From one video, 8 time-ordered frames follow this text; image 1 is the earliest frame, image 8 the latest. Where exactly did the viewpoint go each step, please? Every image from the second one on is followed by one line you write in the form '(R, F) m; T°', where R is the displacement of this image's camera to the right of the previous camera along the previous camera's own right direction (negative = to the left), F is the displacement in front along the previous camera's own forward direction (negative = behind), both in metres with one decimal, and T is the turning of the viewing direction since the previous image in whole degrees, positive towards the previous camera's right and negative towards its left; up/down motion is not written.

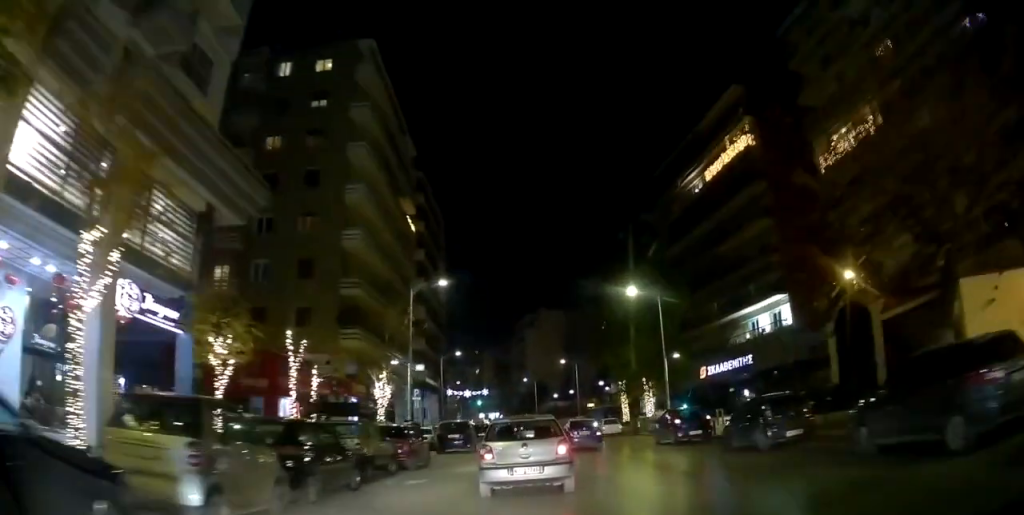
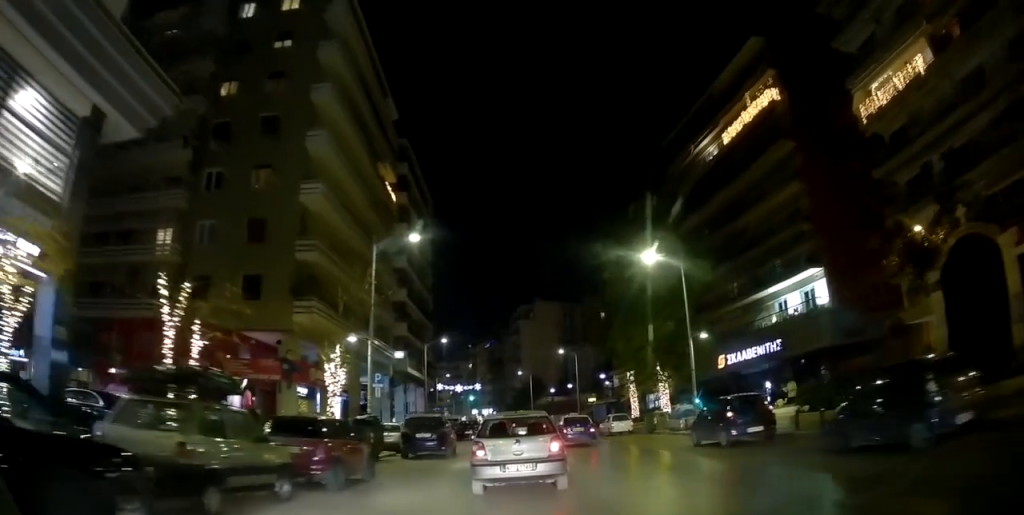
(+0.3, +6.6) m; 0°
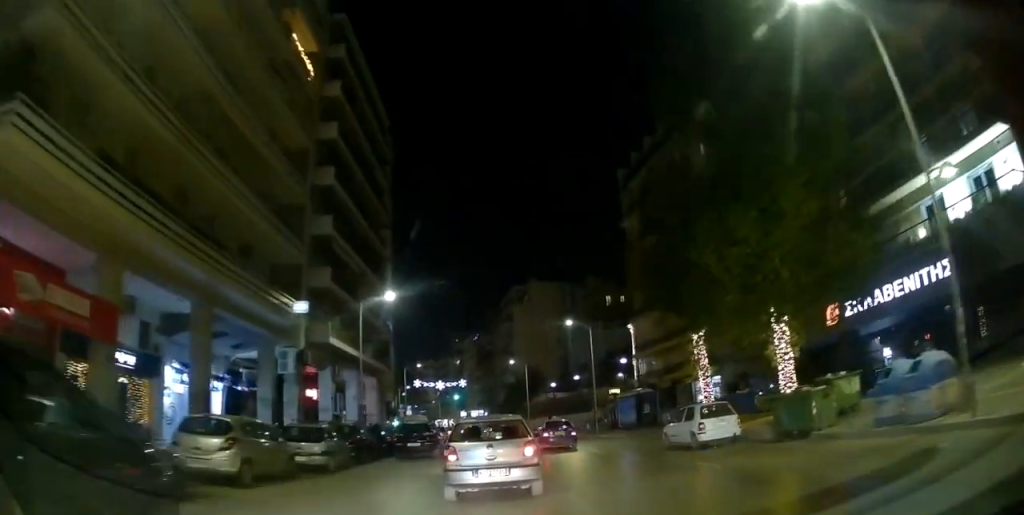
(-0.2, +19.8) m; -1°
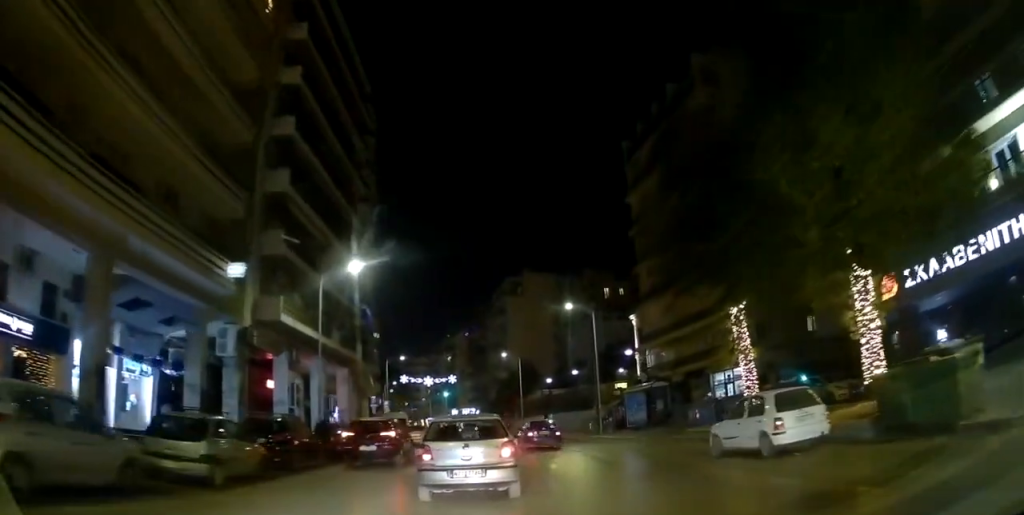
(0.0, +6.1) m; 0°
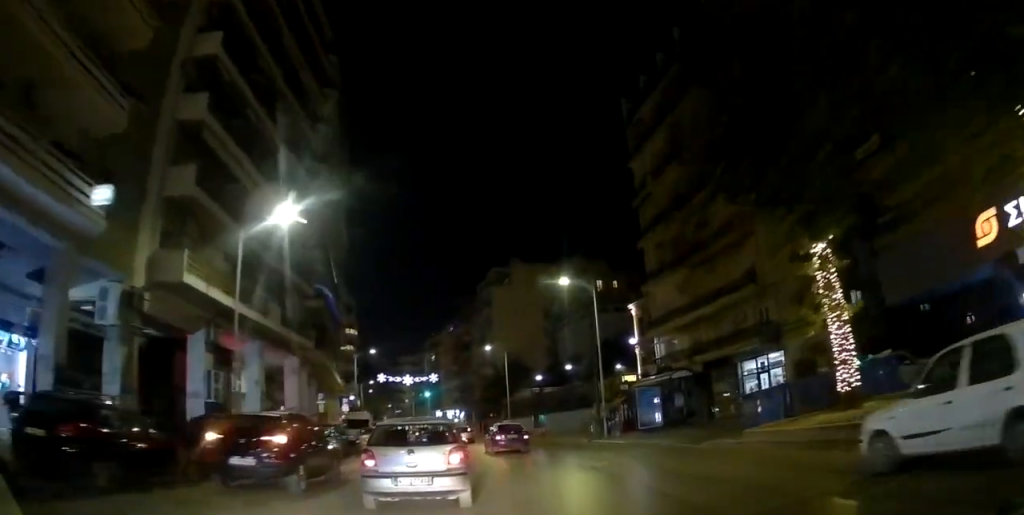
(-0.3, +7.7) m; +1°
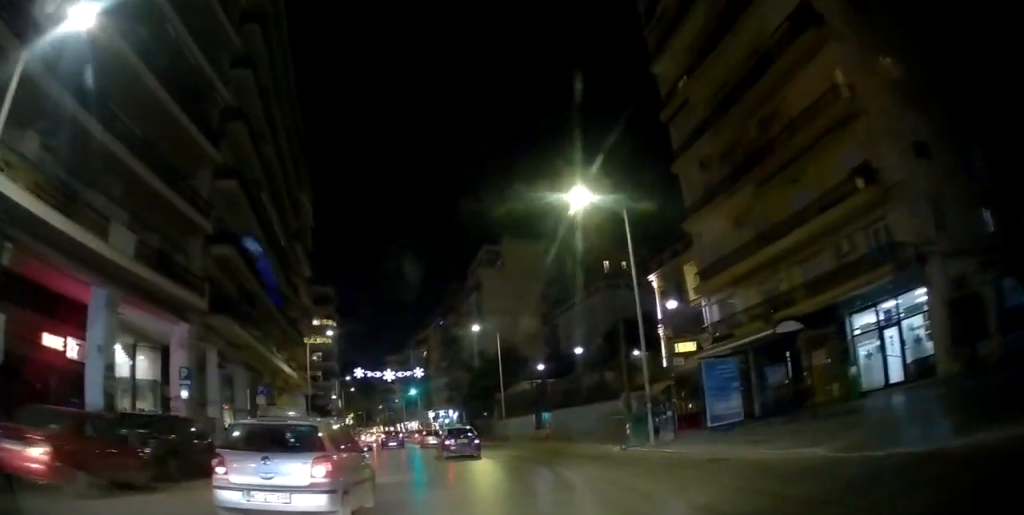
(+0.5, +12.5) m; -1°
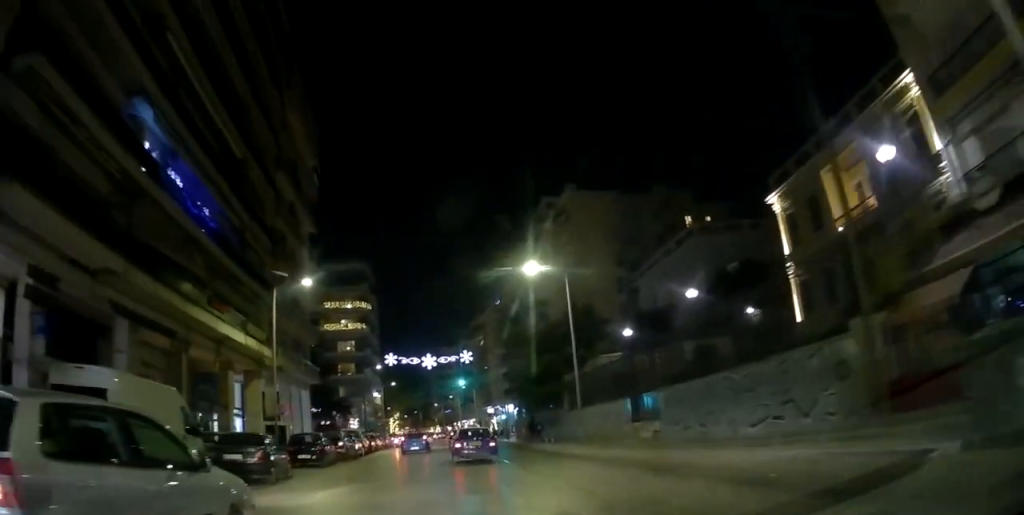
(-0.9, +15.1) m; -4°
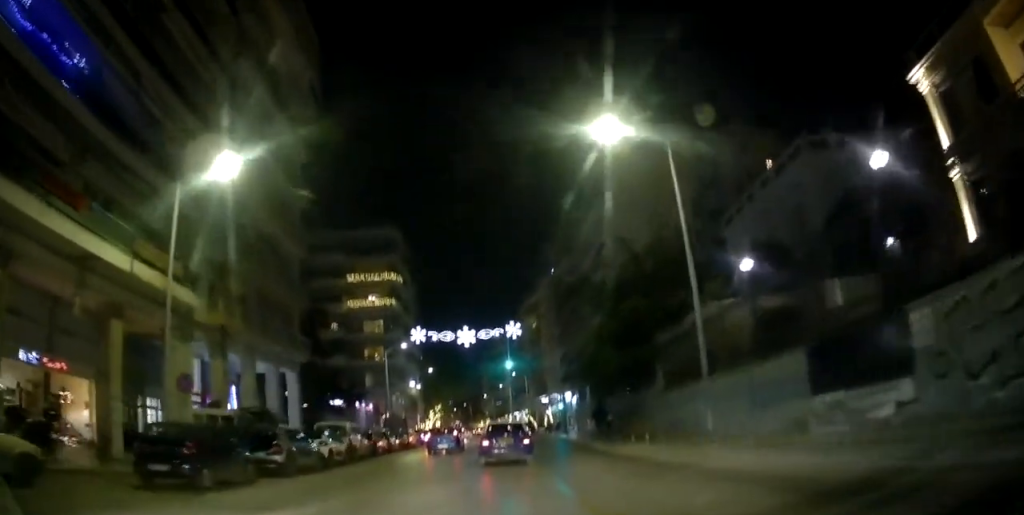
(0.0, +11.5) m; -2°
